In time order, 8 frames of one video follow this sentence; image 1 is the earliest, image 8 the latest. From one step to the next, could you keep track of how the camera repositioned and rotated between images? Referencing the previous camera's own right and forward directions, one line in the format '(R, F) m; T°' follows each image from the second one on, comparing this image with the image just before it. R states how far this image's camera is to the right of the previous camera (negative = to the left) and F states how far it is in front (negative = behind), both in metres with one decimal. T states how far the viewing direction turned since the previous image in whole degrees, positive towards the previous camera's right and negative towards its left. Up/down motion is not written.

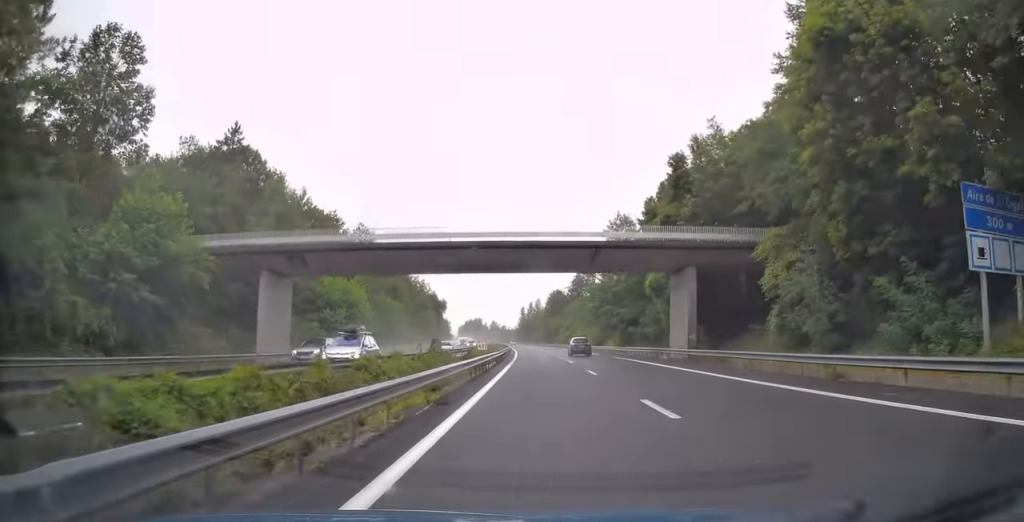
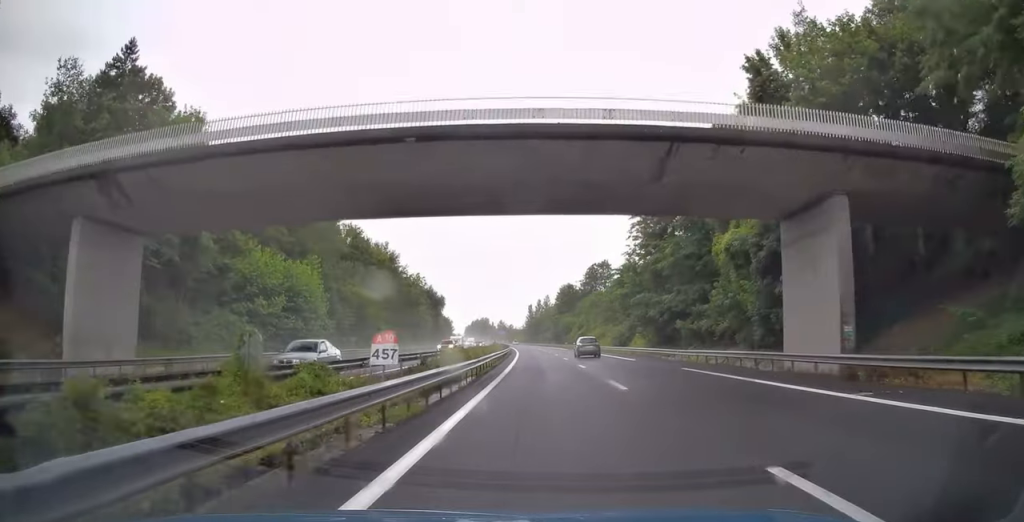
(-0.1, +20.2) m; -1°
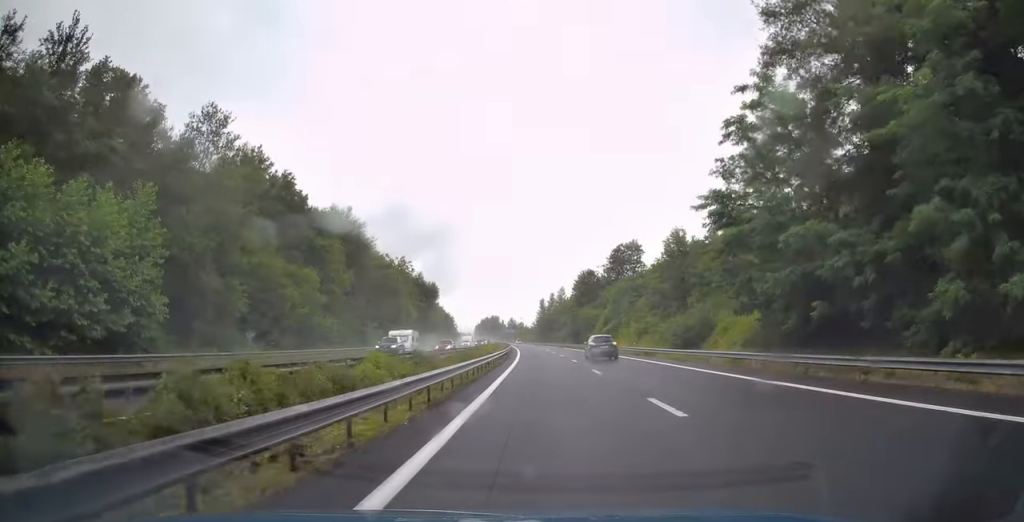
(-0.4, +32.0) m; -2°
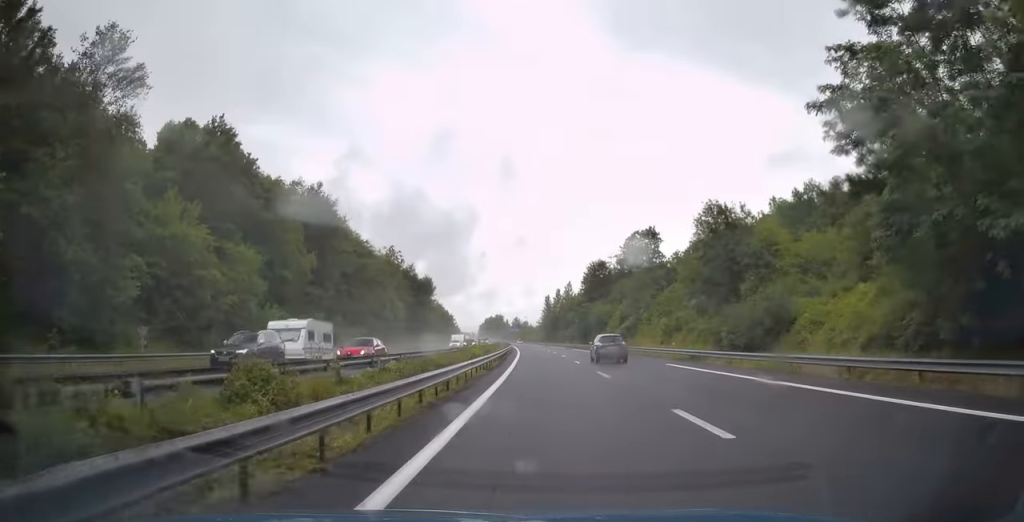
(-0.1, +15.1) m; -1°
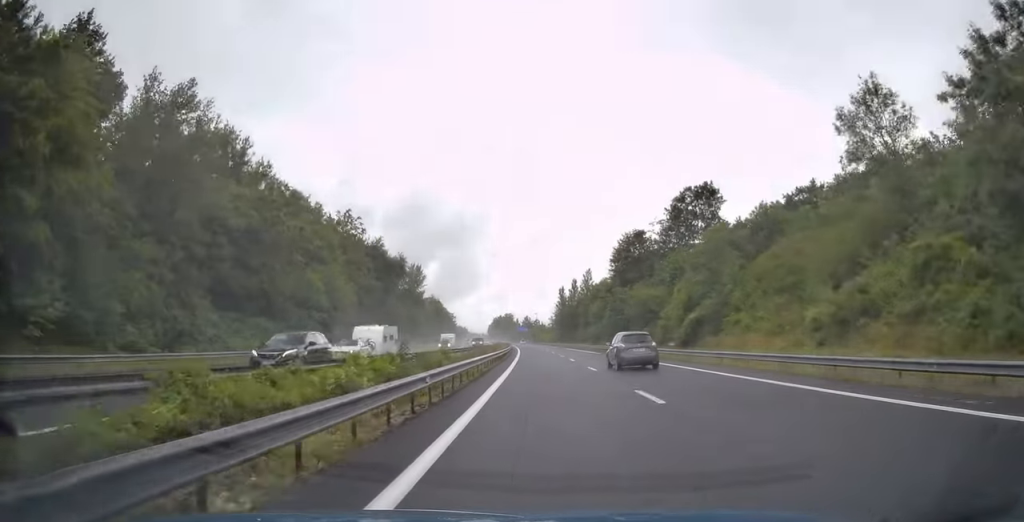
(-0.4, +34.8) m; -1°
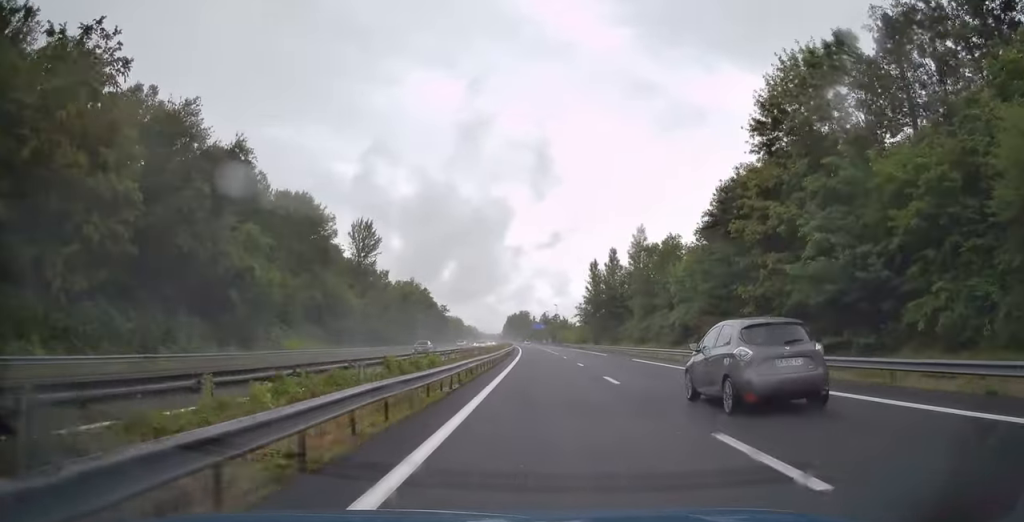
(-1.1, +59.8) m; -2°
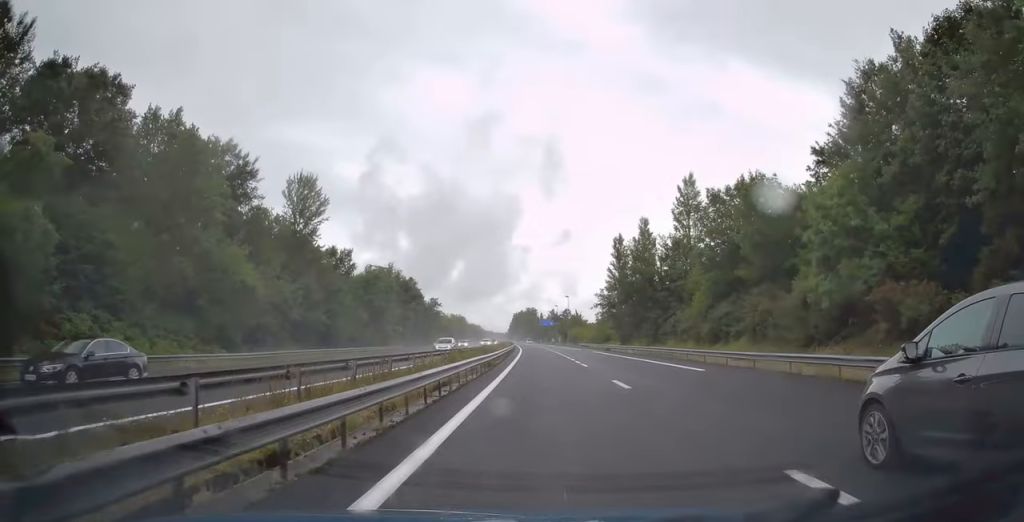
(-0.1, +28.8) m; -1°
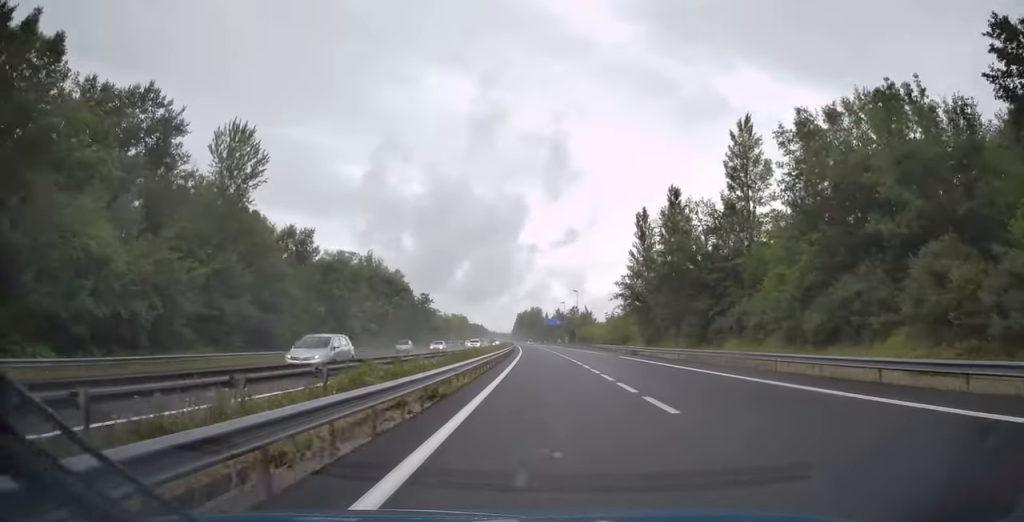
(-0.1, +18.7) m; 0°
